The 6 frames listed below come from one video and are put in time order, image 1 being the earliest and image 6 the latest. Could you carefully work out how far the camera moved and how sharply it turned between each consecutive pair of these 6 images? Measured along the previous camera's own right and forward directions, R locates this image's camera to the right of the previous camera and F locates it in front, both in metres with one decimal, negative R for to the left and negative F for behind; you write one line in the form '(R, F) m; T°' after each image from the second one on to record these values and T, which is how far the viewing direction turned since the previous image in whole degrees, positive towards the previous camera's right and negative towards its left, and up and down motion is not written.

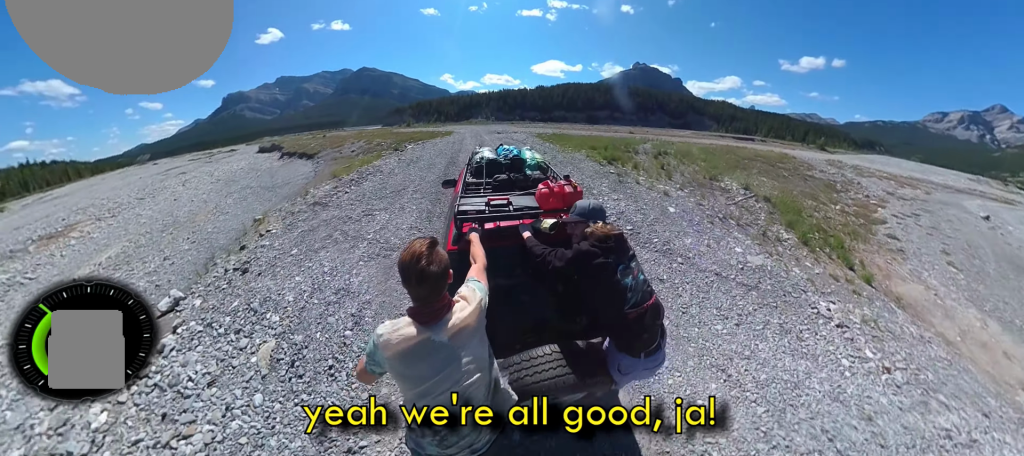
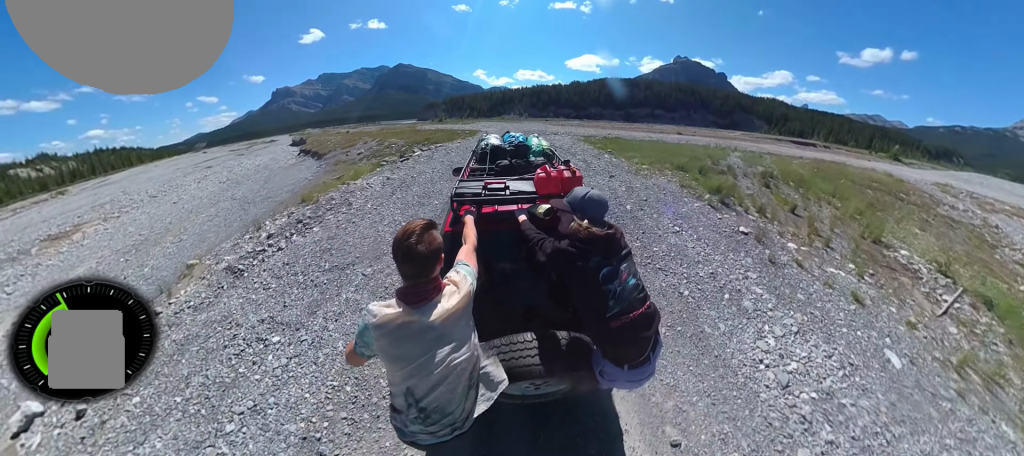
(-0.9, +4.2) m; -14°
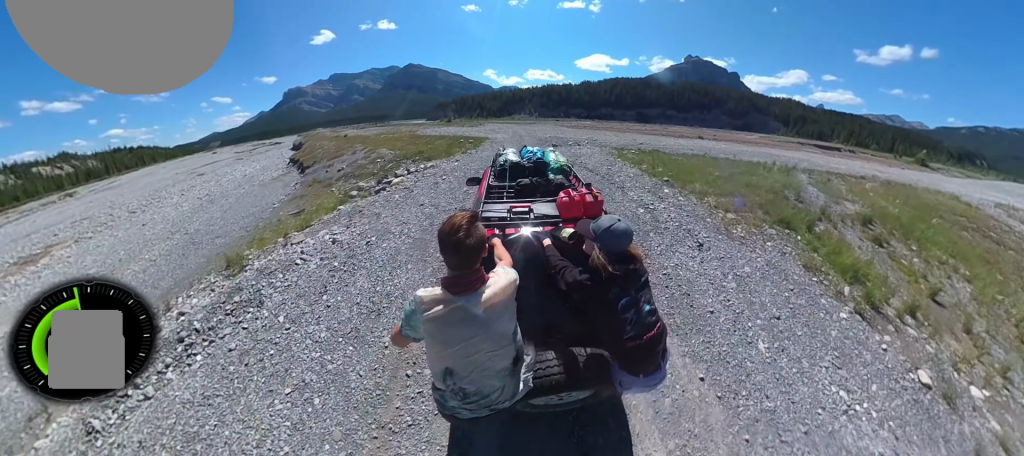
(-0.1, +3.3) m; +6°
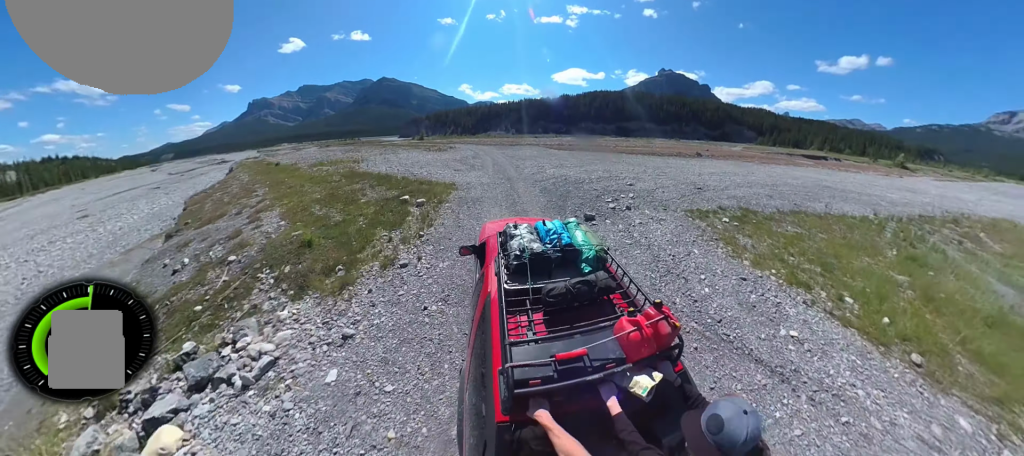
(+1.4, +5.7) m; +12°
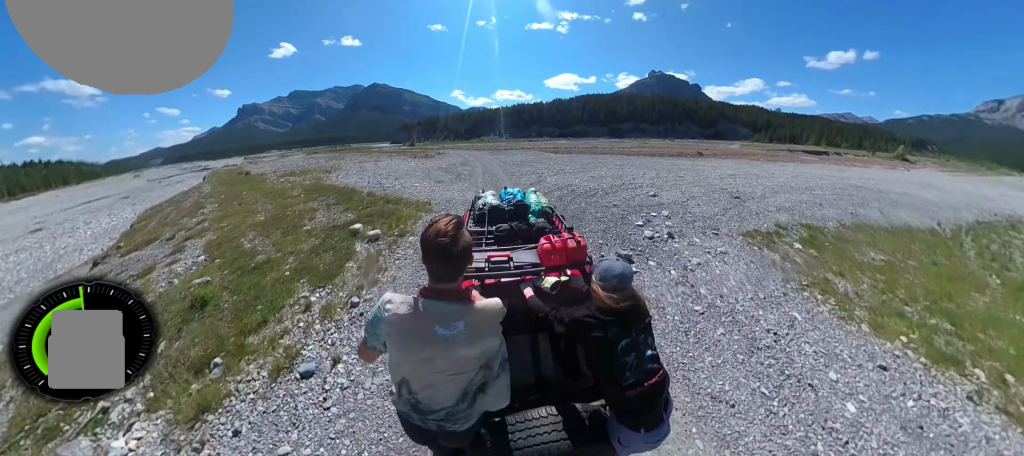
(-0.4, +3.4) m; -6°
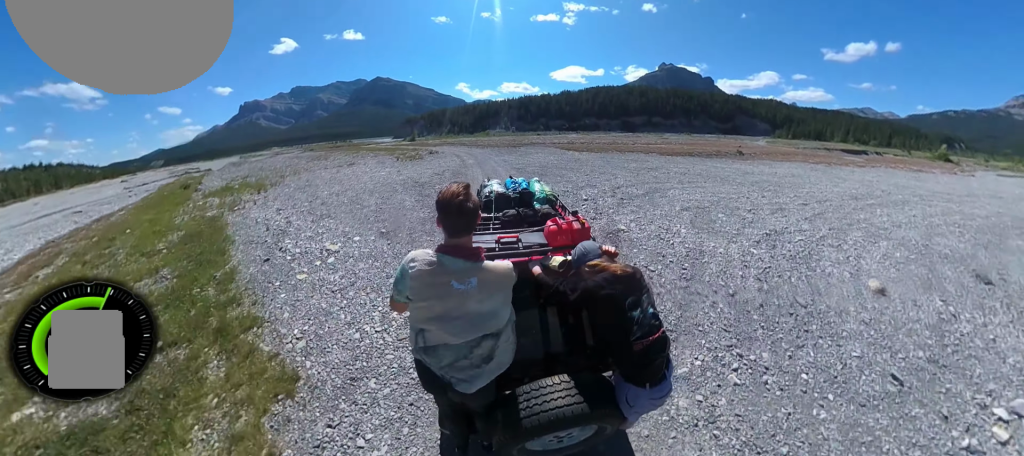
(-0.3, +7.2) m; -1°
